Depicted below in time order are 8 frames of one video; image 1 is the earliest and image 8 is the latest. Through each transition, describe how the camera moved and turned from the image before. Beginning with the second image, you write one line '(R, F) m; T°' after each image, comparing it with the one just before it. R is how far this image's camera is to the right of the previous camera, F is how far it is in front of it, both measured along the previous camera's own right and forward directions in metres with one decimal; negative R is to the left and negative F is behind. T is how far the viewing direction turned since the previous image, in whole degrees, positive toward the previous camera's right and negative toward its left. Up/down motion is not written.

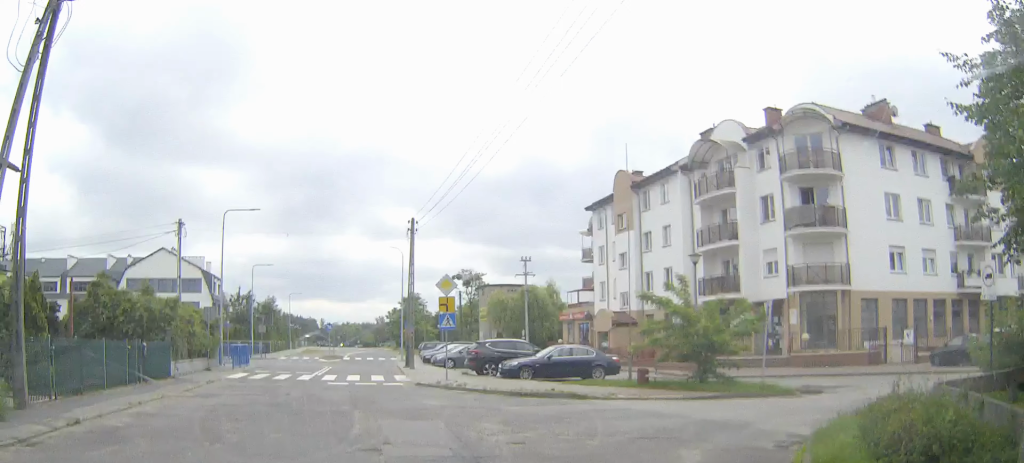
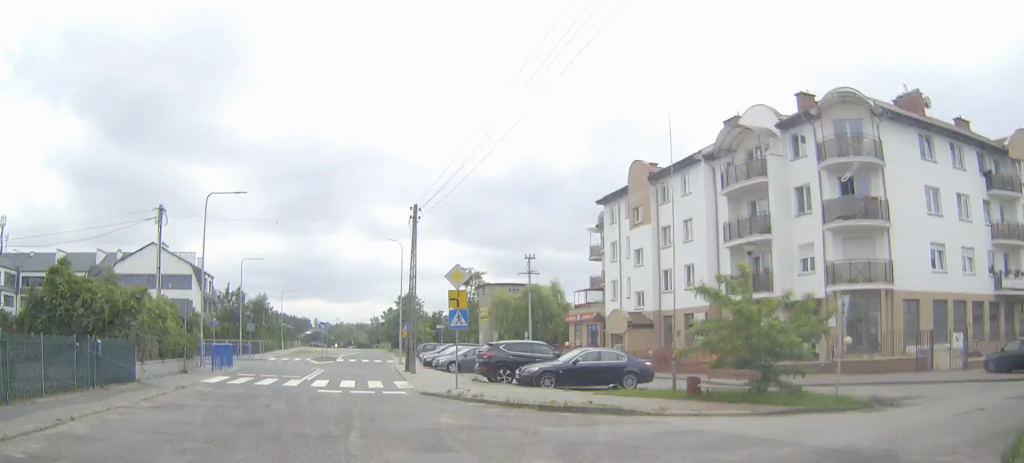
(0.0, +4.7) m; 0°
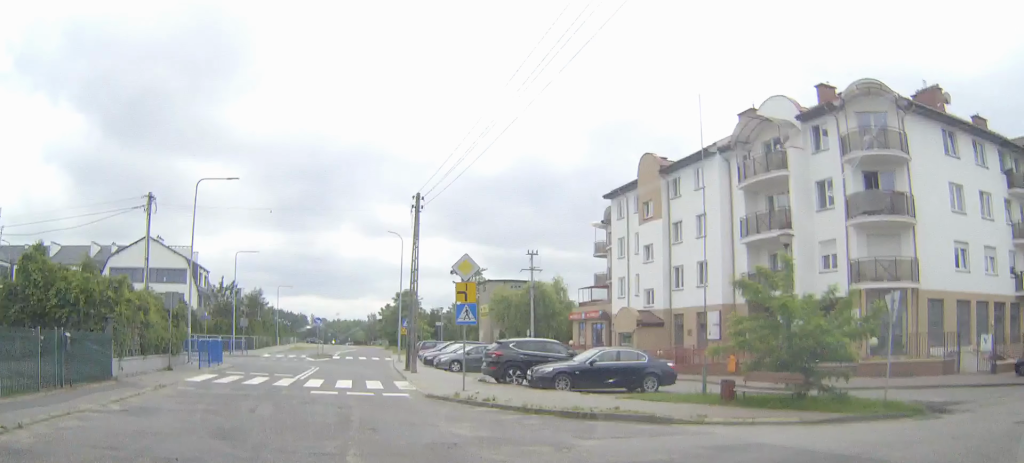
(0.0, +2.7) m; 0°
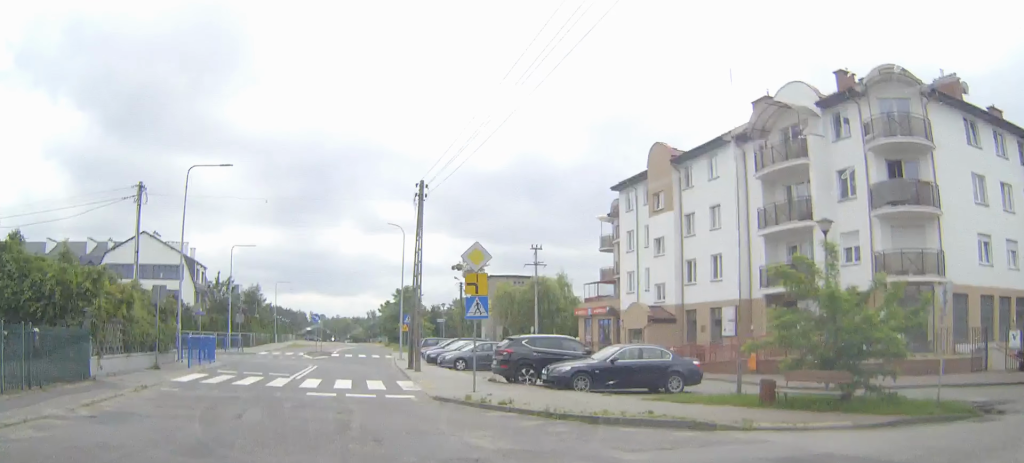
(0.0, +2.1) m; +2°
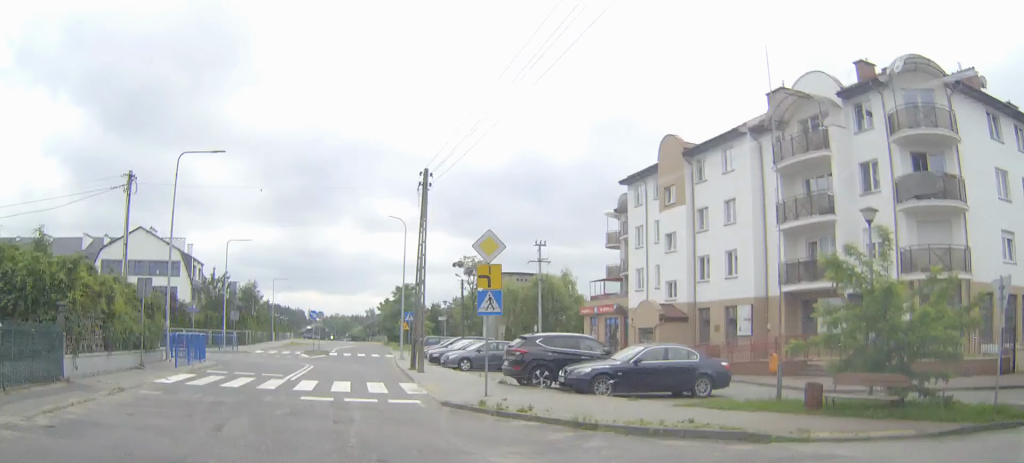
(0.0, +2.0) m; +1°
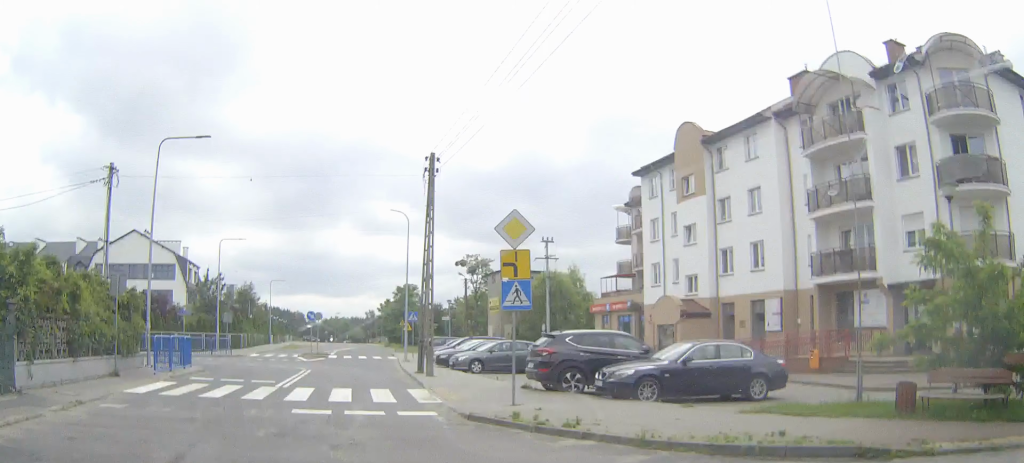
(0.0, +2.9) m; +1°
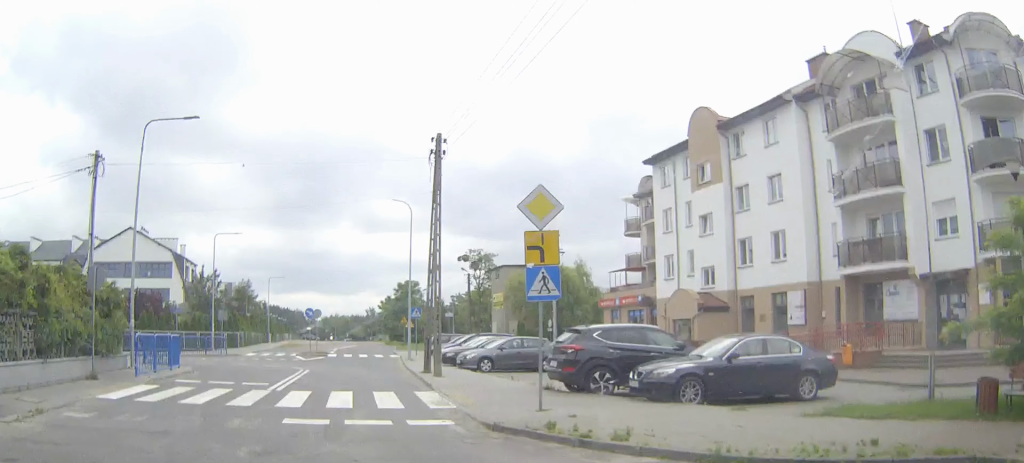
(0.0, +2.0) m; -1°
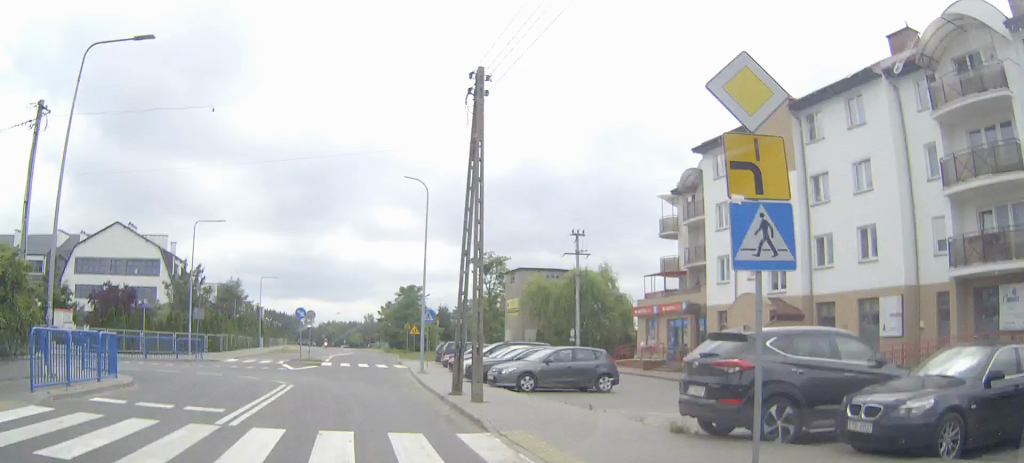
(-0.2, +6.7) m; -2°
